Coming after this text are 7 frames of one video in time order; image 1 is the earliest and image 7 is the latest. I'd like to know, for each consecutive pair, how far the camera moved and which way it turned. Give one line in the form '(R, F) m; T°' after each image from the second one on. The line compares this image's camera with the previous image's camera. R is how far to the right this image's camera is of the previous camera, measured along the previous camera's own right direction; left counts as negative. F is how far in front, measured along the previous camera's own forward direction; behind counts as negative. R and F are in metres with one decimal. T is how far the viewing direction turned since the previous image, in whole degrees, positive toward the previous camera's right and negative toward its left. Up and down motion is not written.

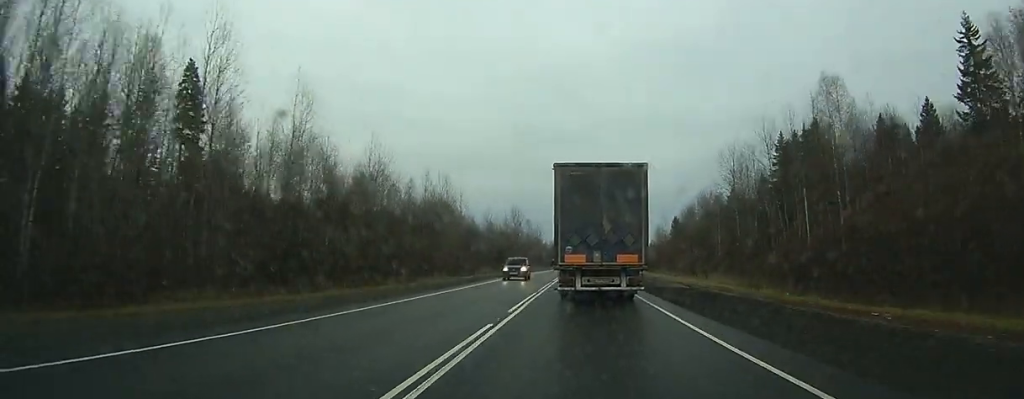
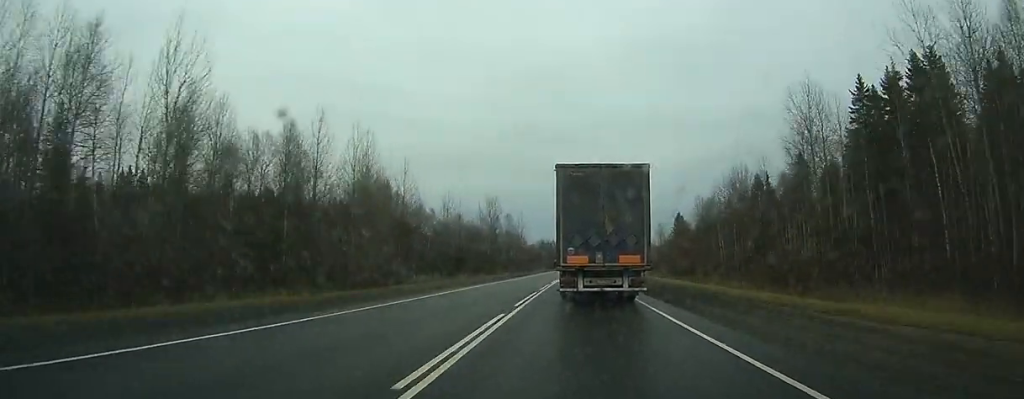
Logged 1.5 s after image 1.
(+0.4, +33.0) m; +1°
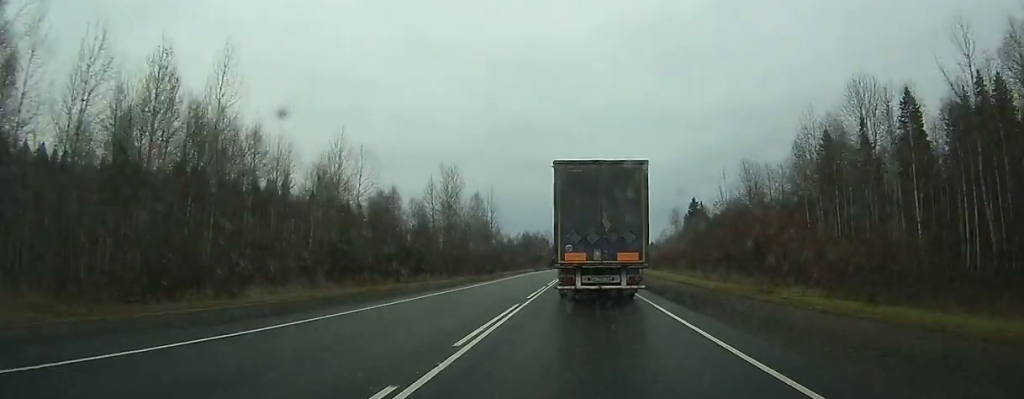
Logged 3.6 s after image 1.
(+0.5, +44.5) m; +1°
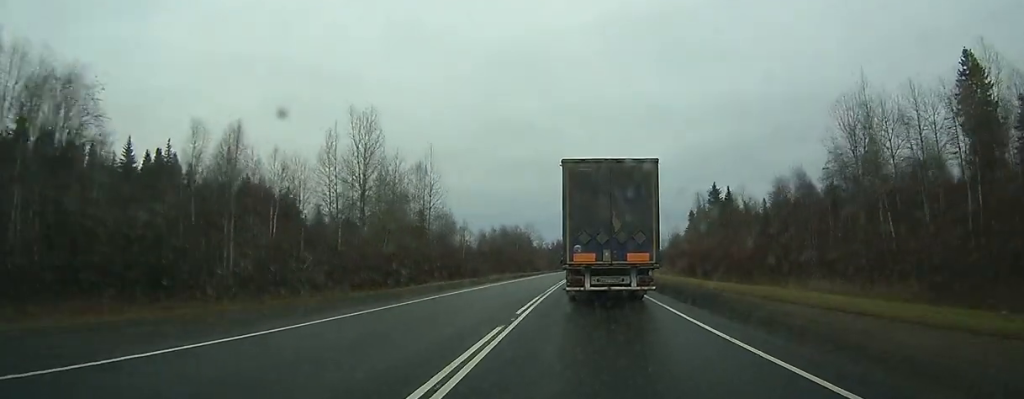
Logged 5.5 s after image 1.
(+0.1, +41.9) m; +1°
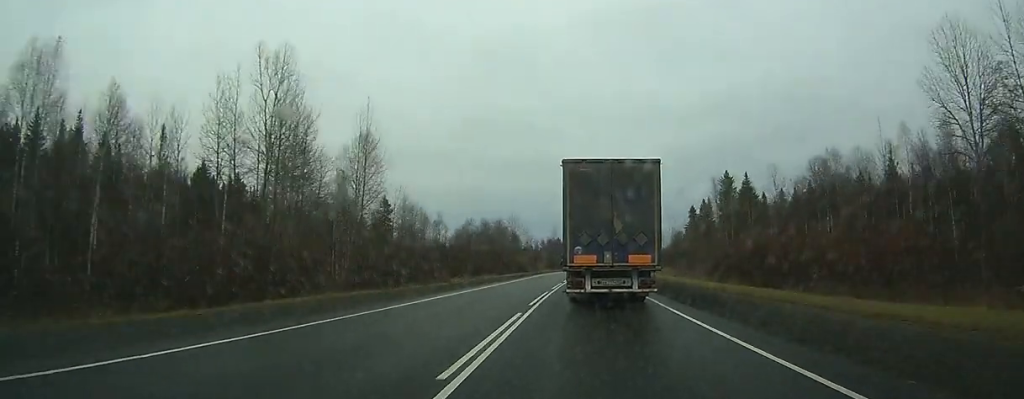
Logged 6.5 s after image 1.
(0.0, +20.2) m; +1°
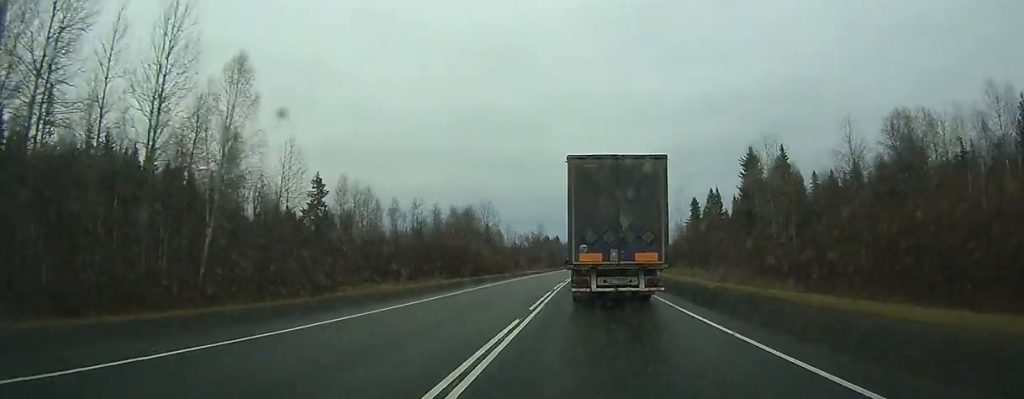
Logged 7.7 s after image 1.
(+0.2, +26.1) m; +1°
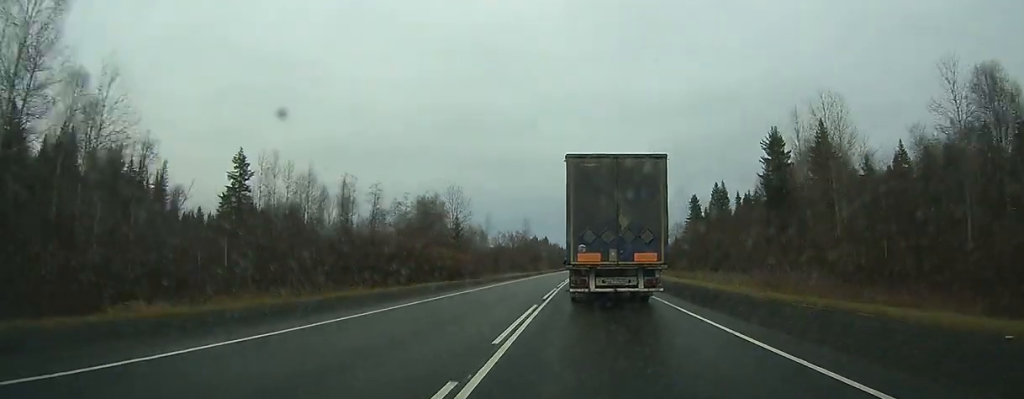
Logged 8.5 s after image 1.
(+0.1, +18.8) m; +1°
